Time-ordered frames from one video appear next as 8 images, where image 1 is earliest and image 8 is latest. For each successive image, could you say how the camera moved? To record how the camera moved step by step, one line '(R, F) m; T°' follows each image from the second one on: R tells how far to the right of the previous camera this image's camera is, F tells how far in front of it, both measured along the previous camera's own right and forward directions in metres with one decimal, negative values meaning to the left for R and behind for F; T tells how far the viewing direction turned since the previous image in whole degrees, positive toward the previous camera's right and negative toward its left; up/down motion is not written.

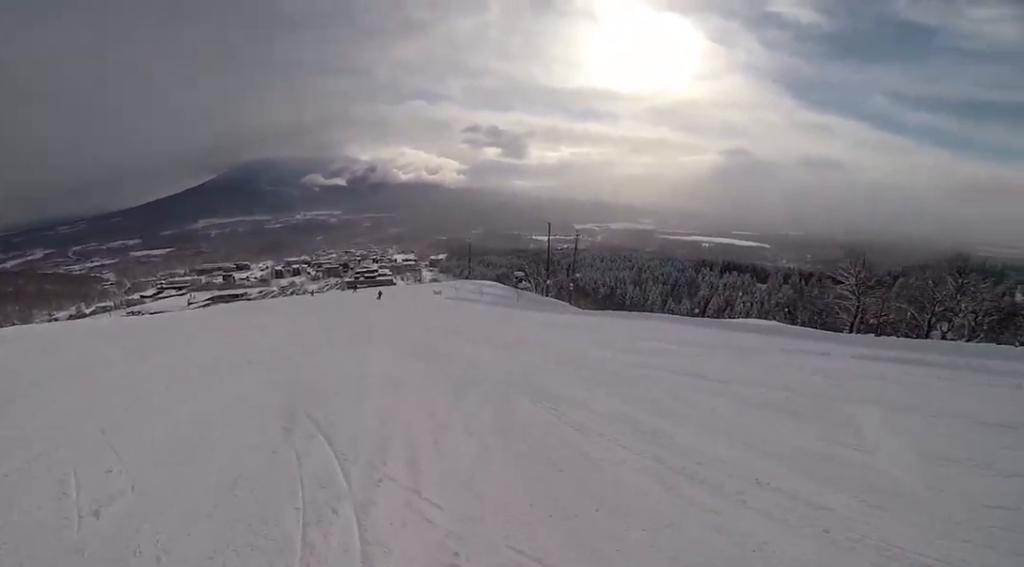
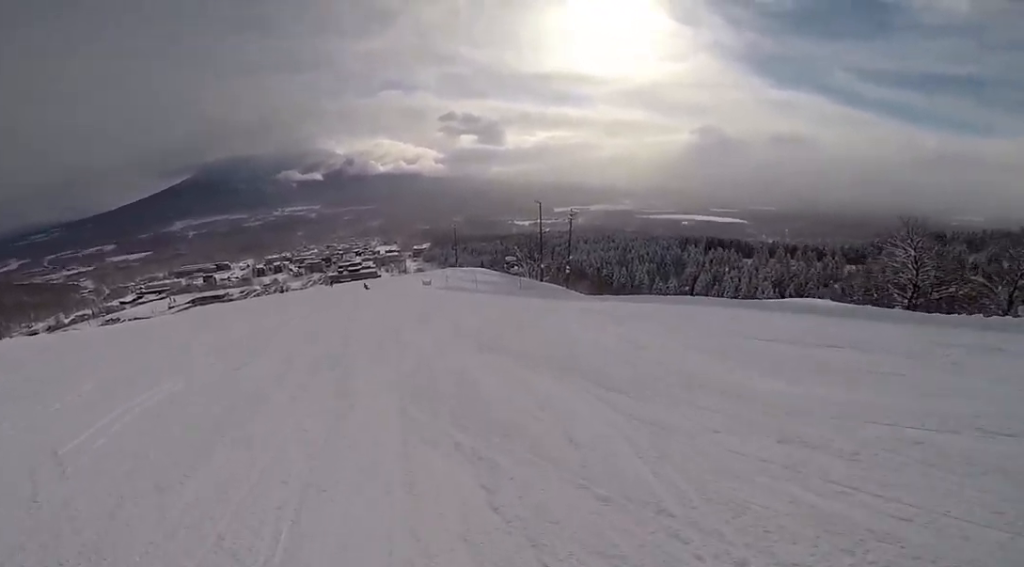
(0.0, +5.6) m; 0°
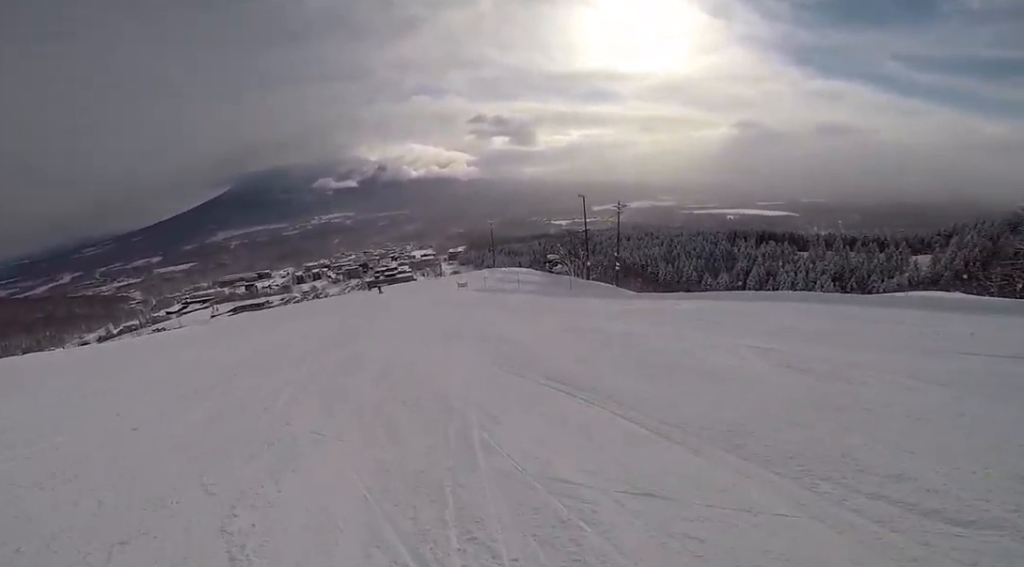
(0.0, +4.2) m; 0°
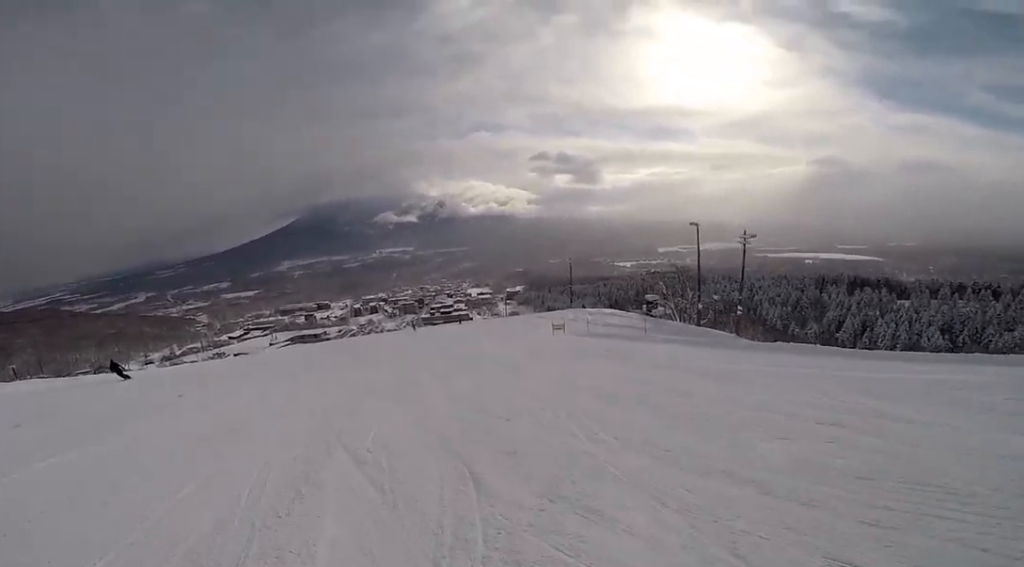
(0.0, +10.5) m; 0°
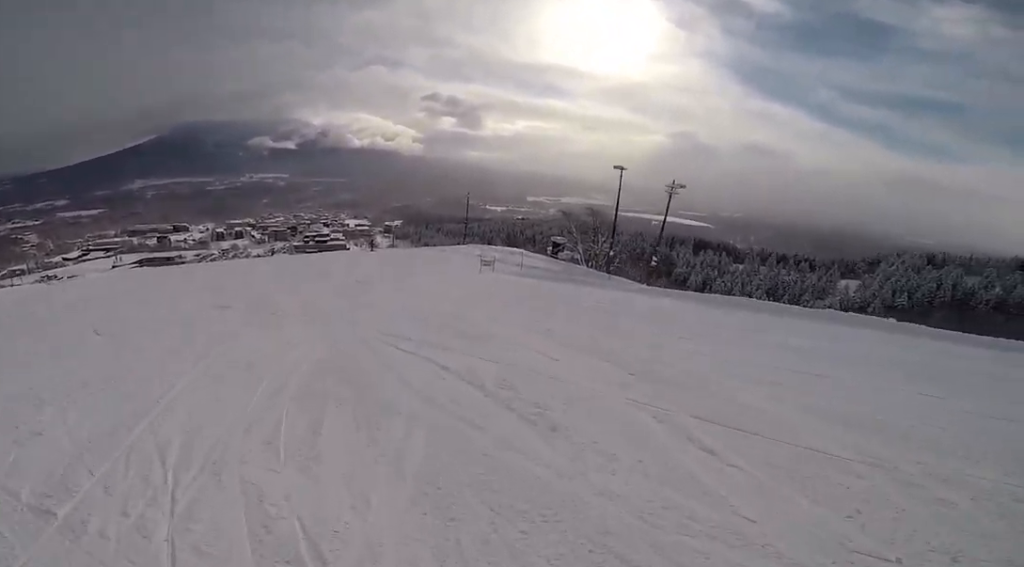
(0.0, +10.7) m; 0°
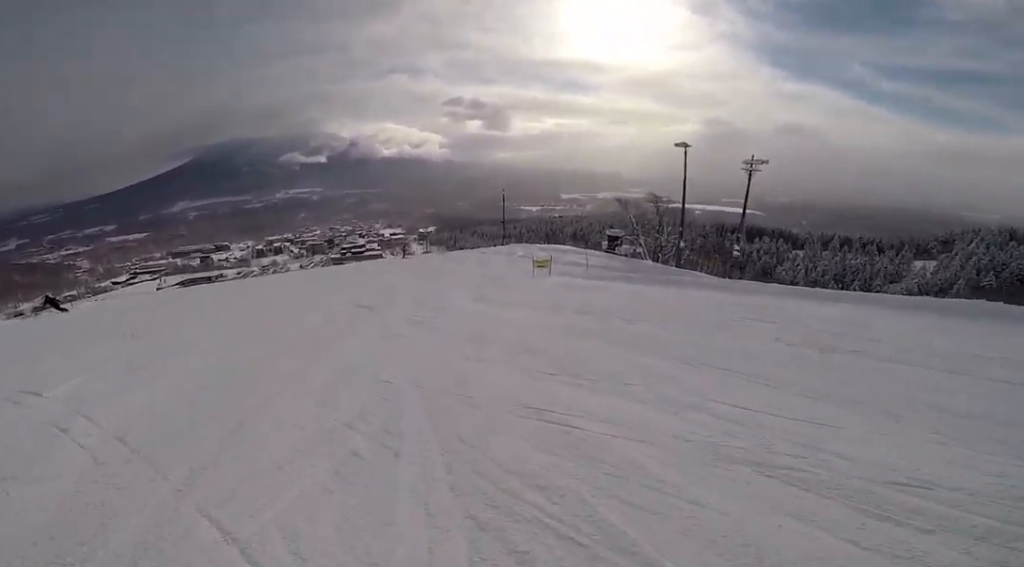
(0.0, +7.3) m; 0°
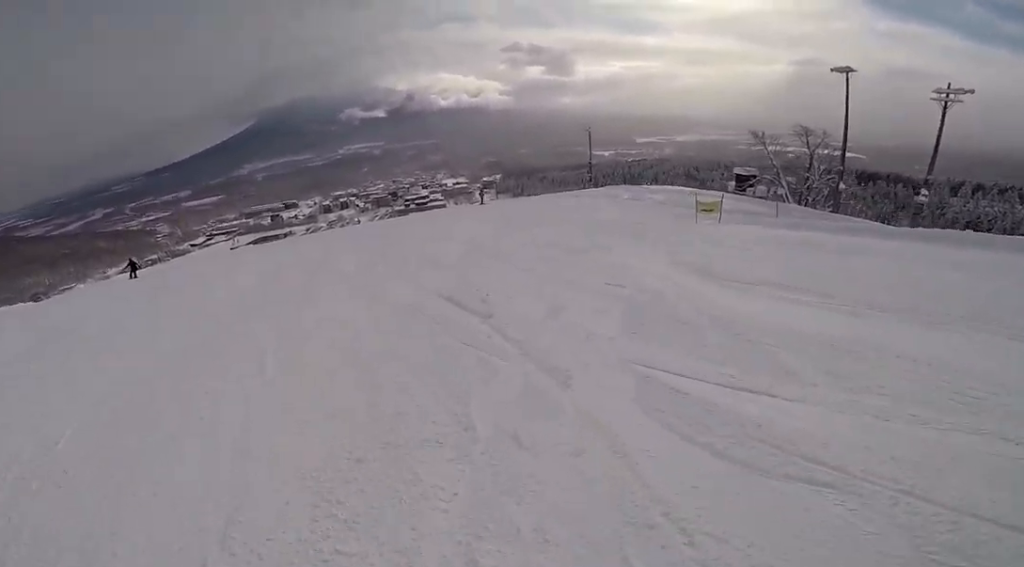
(0.0, +7.9) m; 0°
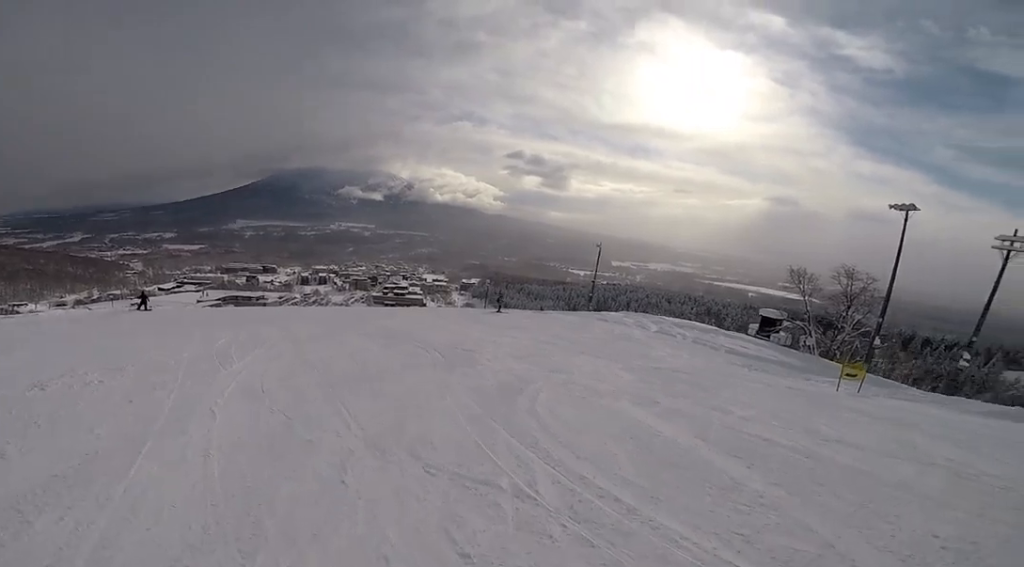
(0.0, +7.0) m; +3°
